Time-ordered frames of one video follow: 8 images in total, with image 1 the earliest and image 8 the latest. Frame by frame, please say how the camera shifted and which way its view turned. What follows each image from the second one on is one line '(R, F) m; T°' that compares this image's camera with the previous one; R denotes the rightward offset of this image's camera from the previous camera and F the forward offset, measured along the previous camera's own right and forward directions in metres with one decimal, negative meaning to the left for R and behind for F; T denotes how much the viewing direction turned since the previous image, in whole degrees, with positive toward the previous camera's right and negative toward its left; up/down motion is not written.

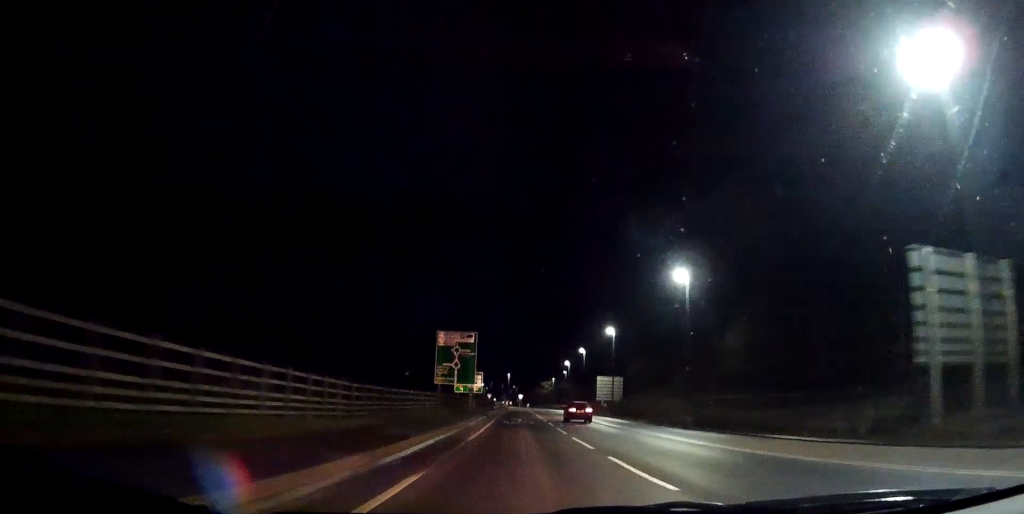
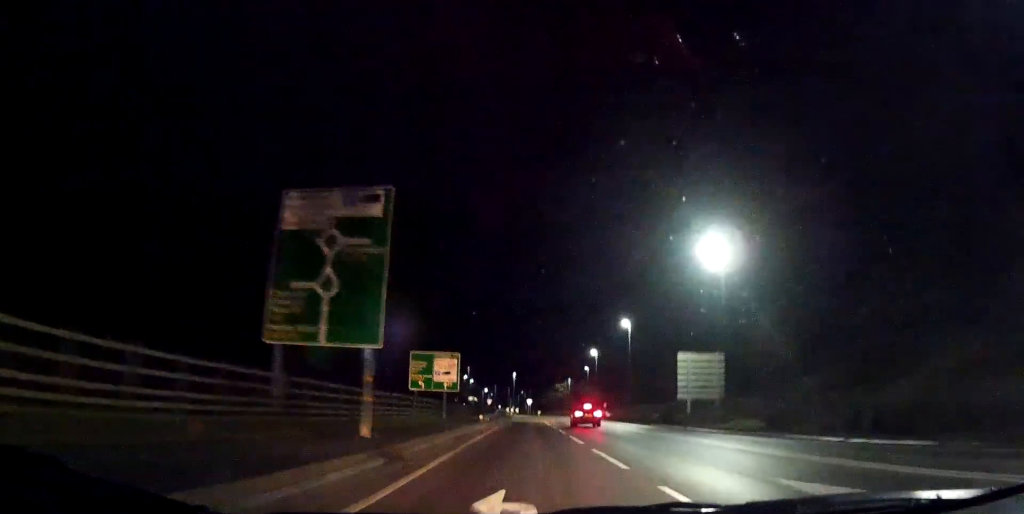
(-1.2, +42.0) m; -2°
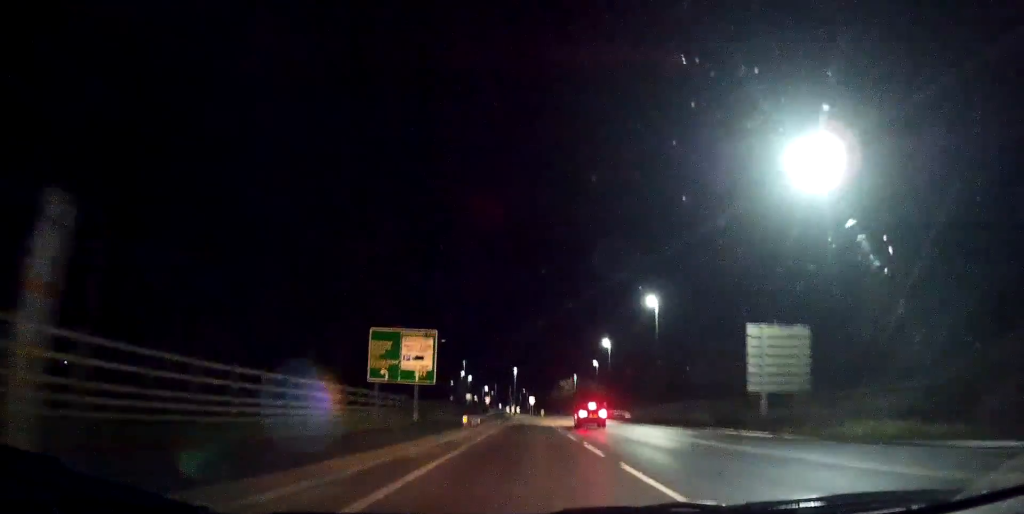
(0.0, +14.0) m; 0°
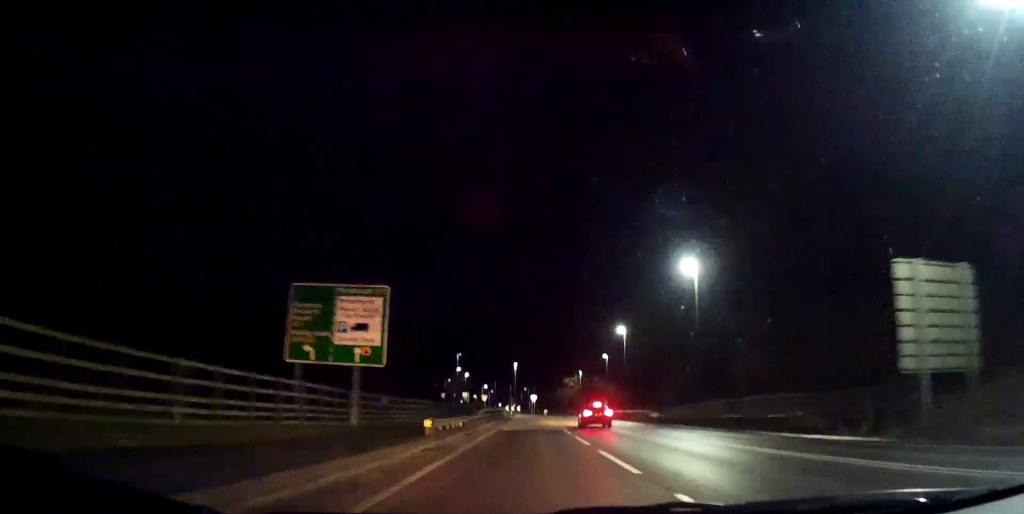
(-0.1, +13.4) m; 0°
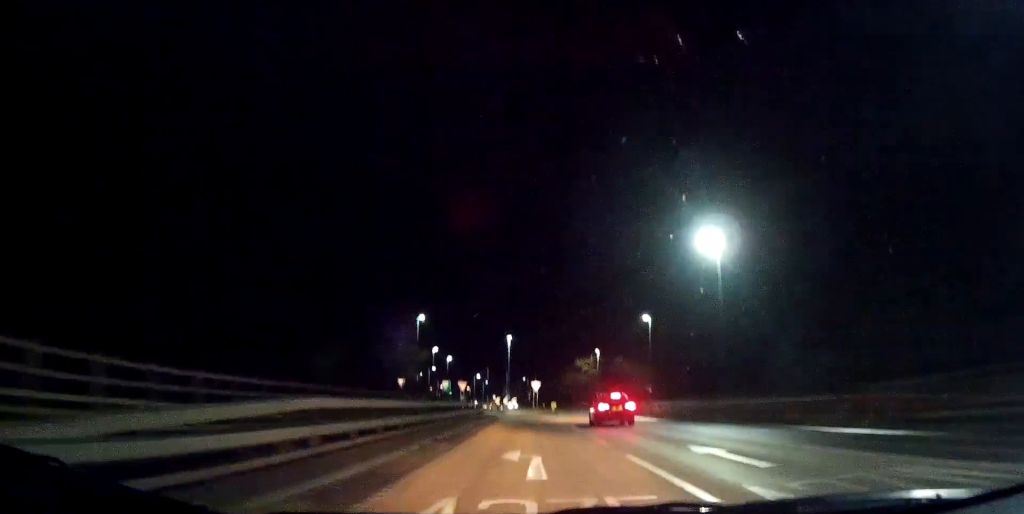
(+0.2, +39.8) m; 0°
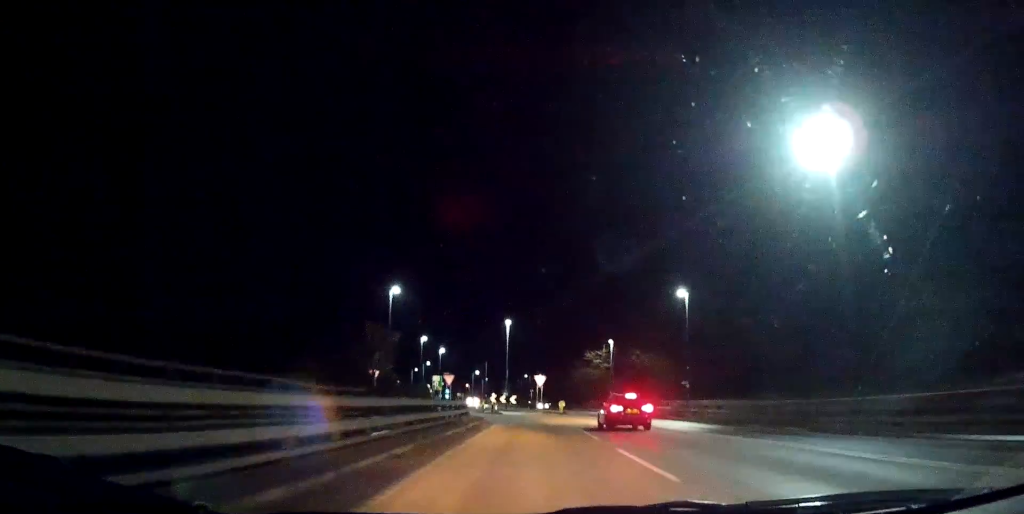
(+0.1, +16.0) m; 0°
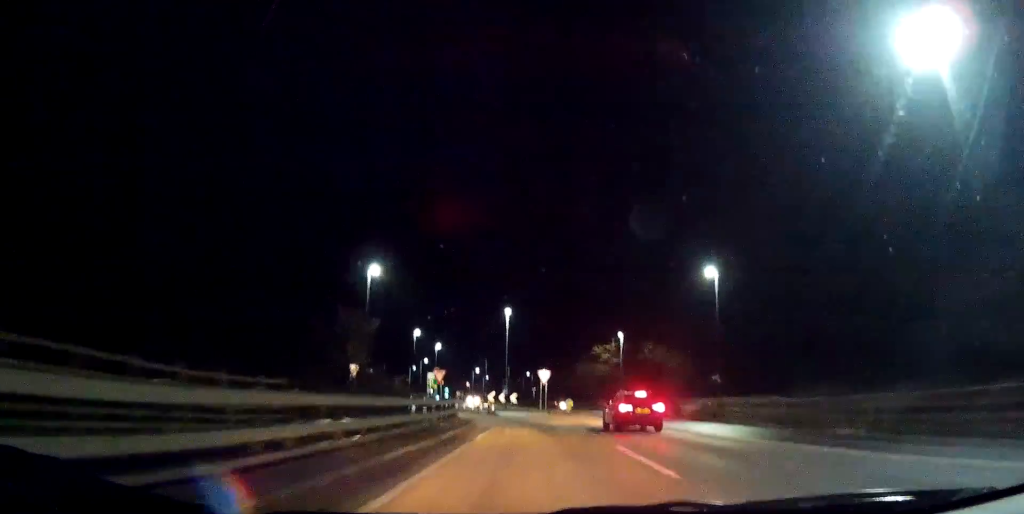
(0.0, +8.5) m; 0°
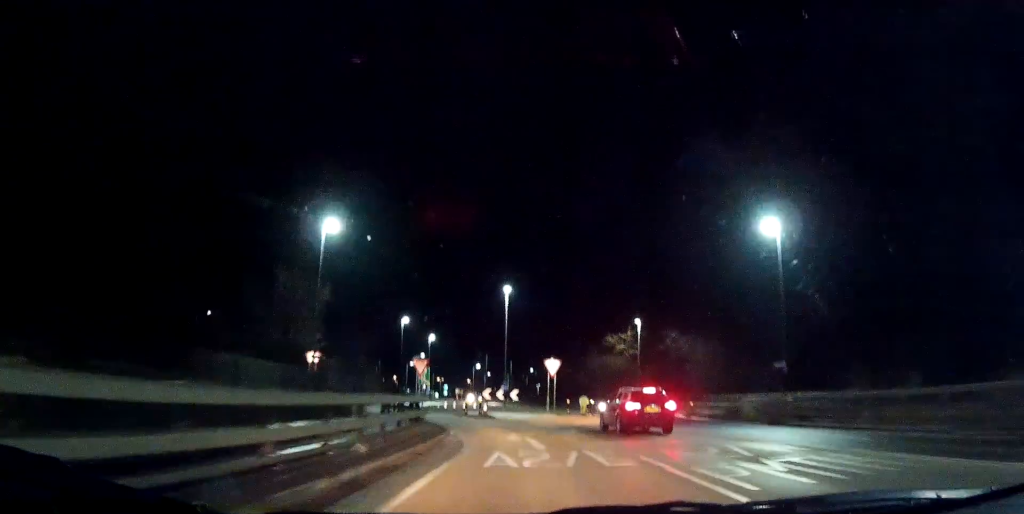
(-0.1, +12.3) m; 0°
